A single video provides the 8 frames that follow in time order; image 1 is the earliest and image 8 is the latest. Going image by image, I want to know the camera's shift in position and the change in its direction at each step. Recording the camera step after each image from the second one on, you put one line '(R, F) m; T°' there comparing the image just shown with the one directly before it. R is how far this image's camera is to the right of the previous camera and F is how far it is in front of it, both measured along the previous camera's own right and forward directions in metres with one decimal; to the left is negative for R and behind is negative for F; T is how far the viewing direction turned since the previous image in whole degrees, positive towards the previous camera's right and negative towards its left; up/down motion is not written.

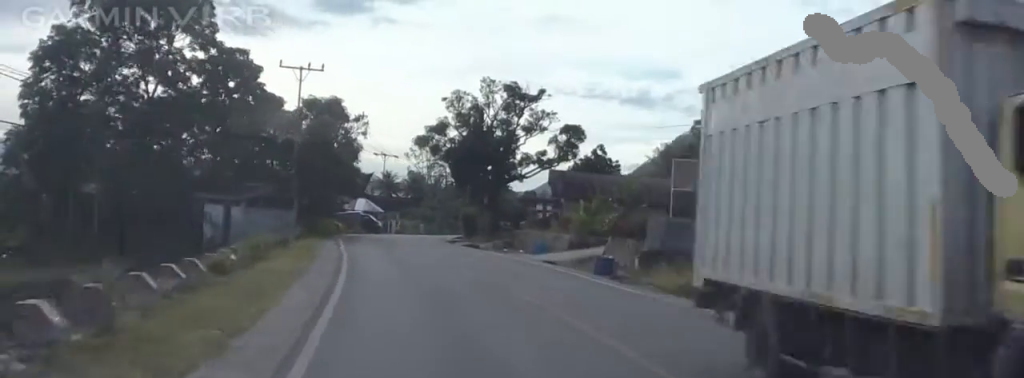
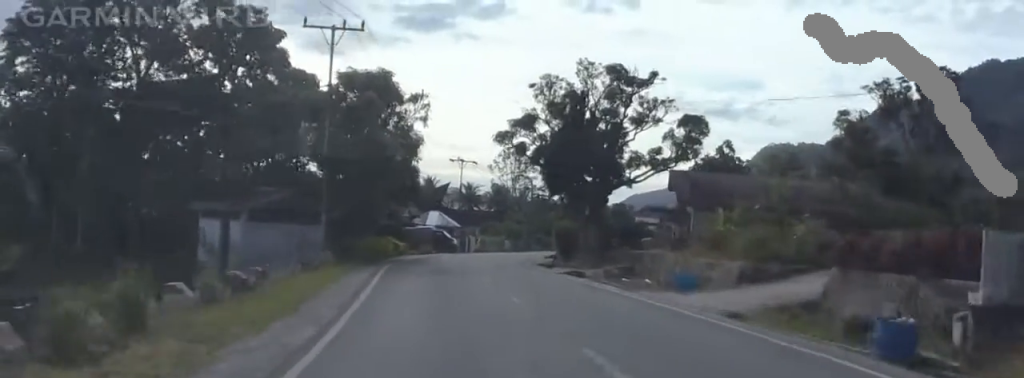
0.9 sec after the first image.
(-0.6, +14.3) m; -4°
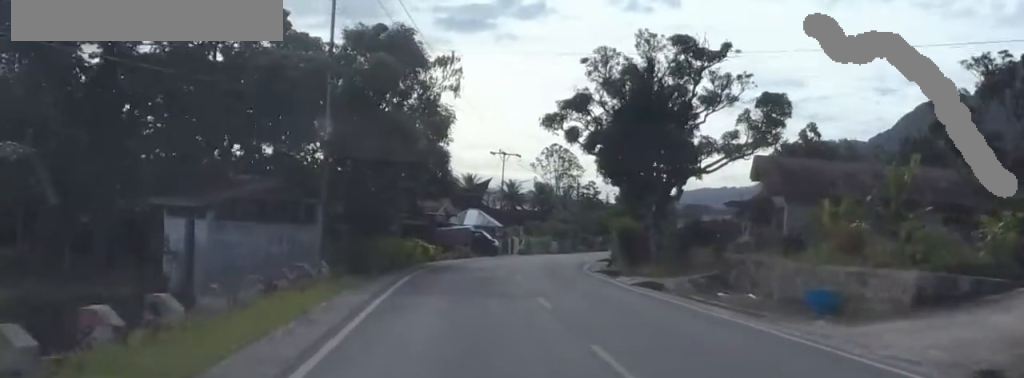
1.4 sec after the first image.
(+0.1, +8.0) m; -2°
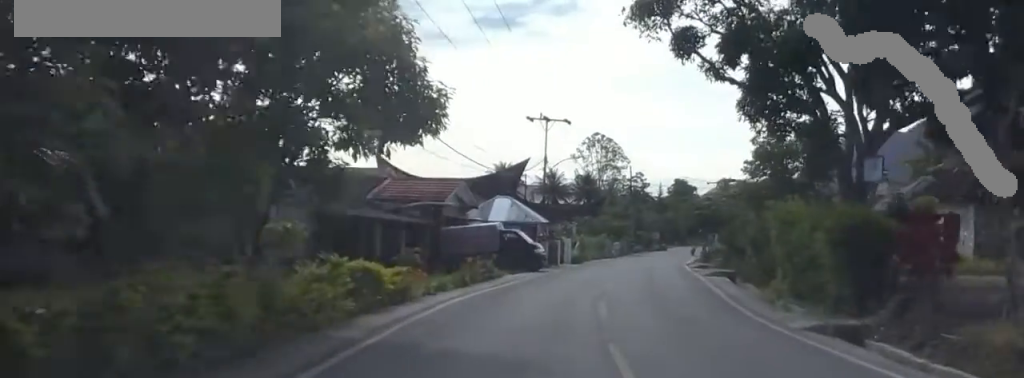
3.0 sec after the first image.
(-0.6, +23.6) m; +1°
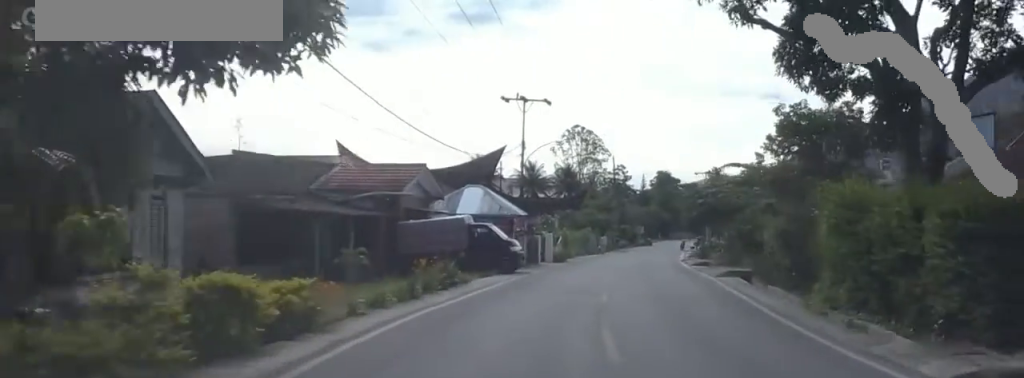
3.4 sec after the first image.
(+0.3, +6.3) m; +1°
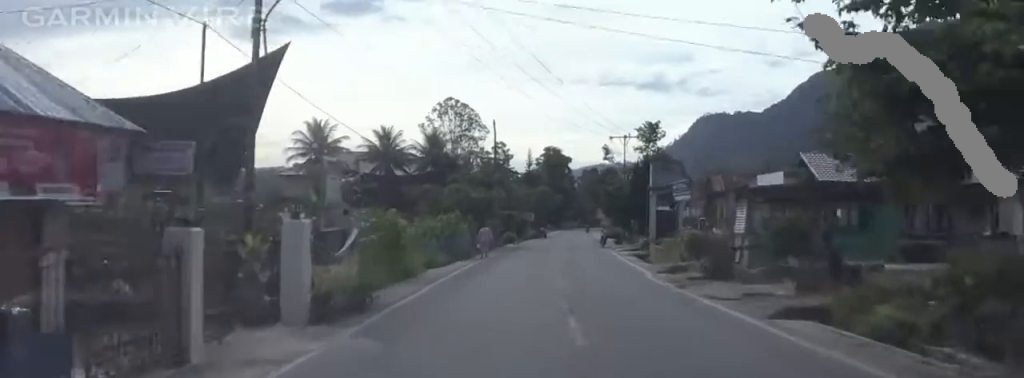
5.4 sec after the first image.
(+0.5, +31.6) m; +4°
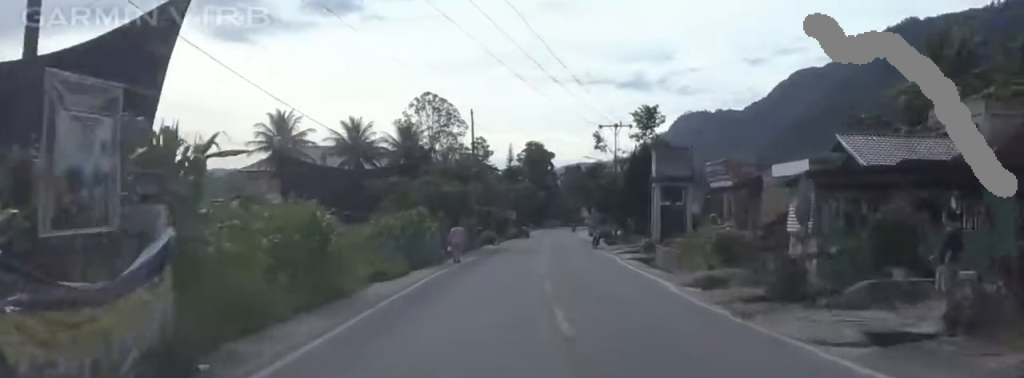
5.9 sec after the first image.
(+0.2, +7.4) m; +2°
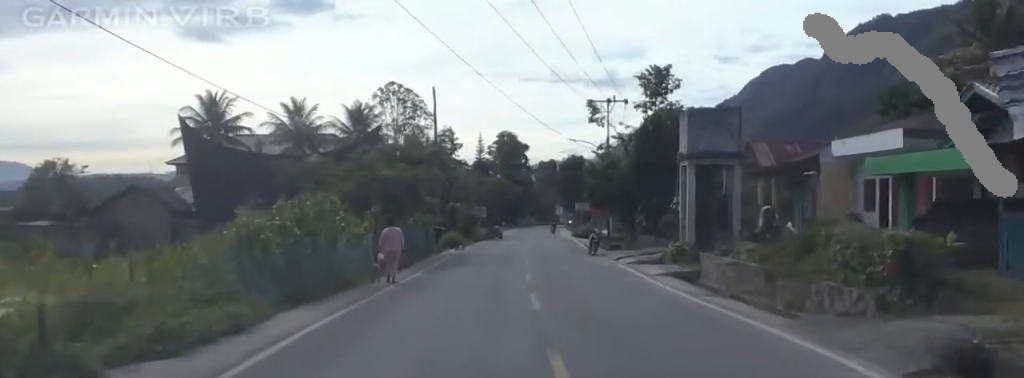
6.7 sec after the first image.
(+0.6, +12.9) m; +3°
